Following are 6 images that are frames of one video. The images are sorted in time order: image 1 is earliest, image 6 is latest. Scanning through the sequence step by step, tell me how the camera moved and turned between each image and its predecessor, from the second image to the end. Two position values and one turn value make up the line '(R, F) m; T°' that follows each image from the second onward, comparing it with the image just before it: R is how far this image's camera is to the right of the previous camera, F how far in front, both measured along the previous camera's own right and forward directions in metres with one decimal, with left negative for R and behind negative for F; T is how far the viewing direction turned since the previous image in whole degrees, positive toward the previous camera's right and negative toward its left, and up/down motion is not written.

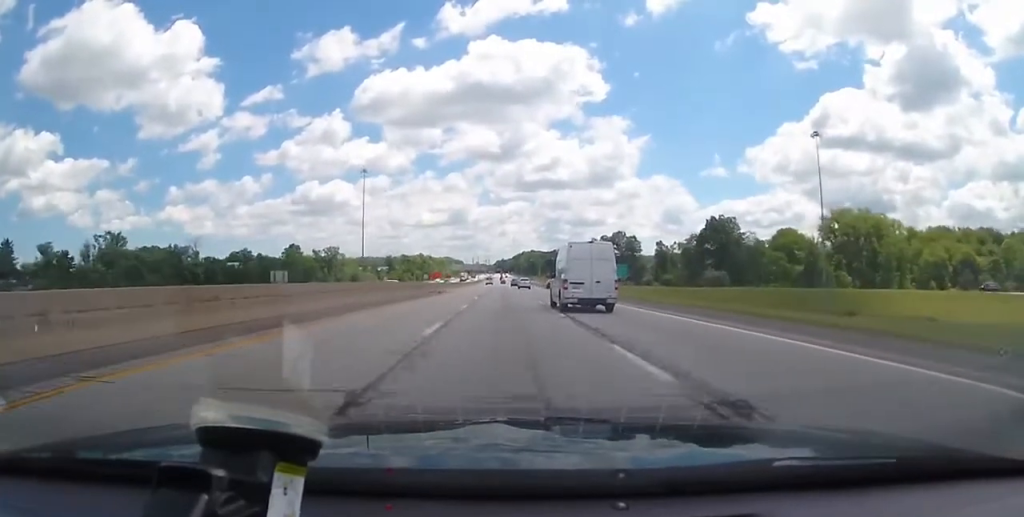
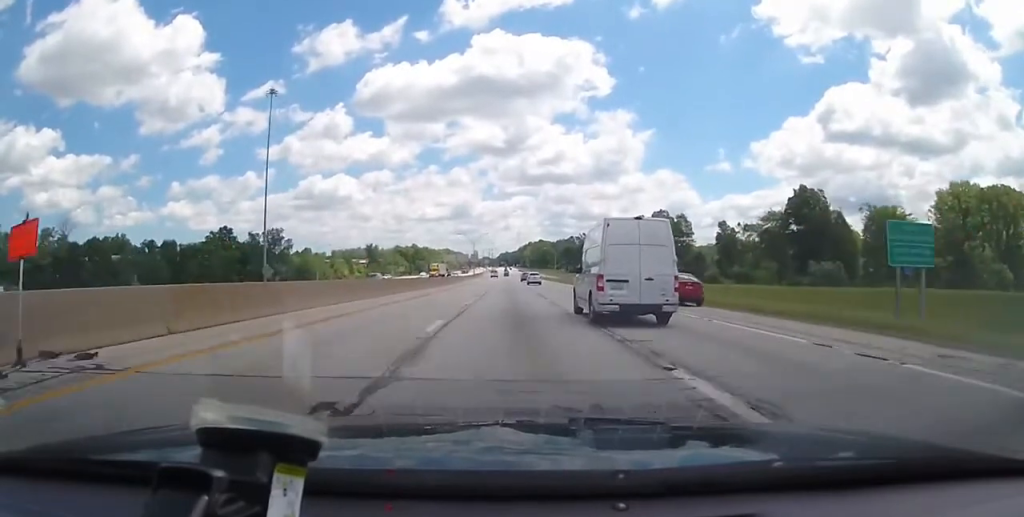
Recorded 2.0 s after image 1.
(0.0, +64.0) m; 0°
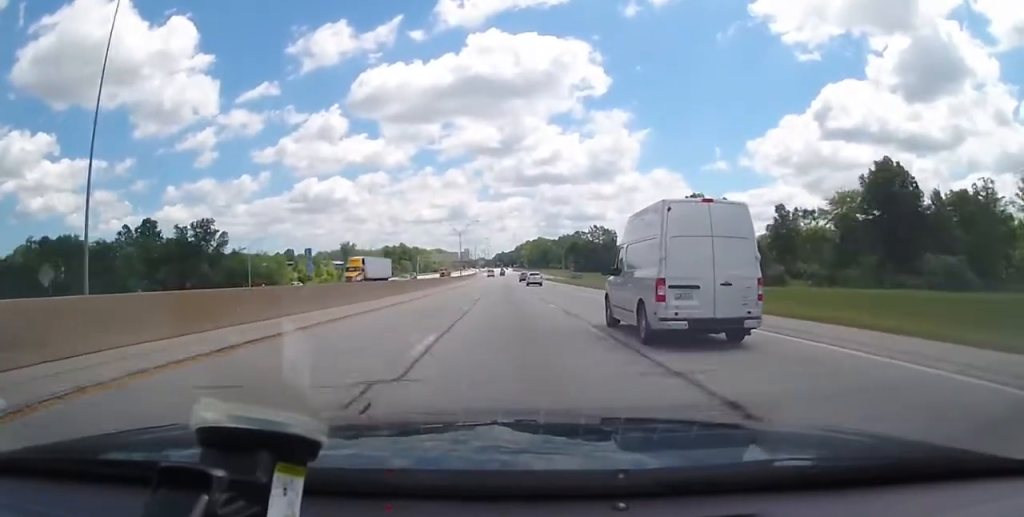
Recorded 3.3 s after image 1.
(-0.1, +39.6) m; 0°
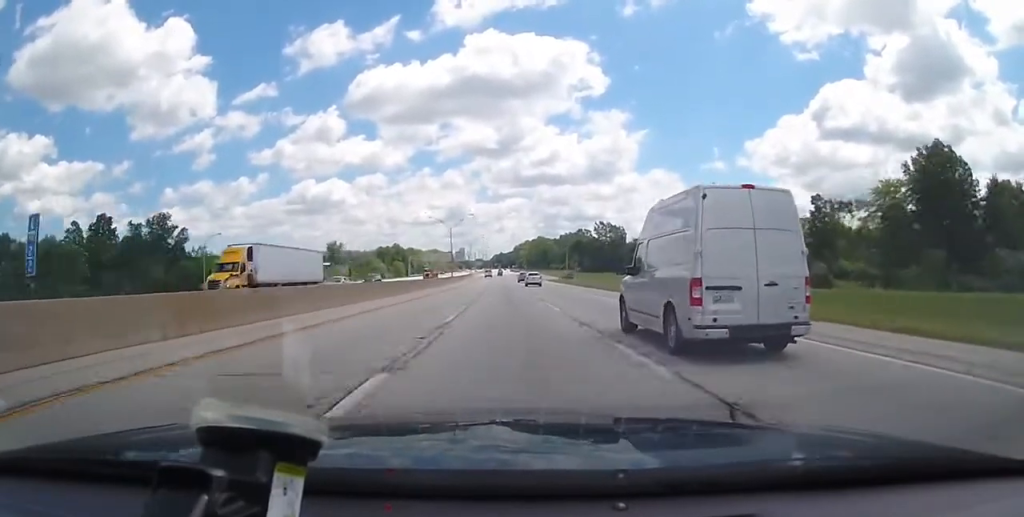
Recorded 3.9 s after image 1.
(+0.1, +17.5) m; 0°
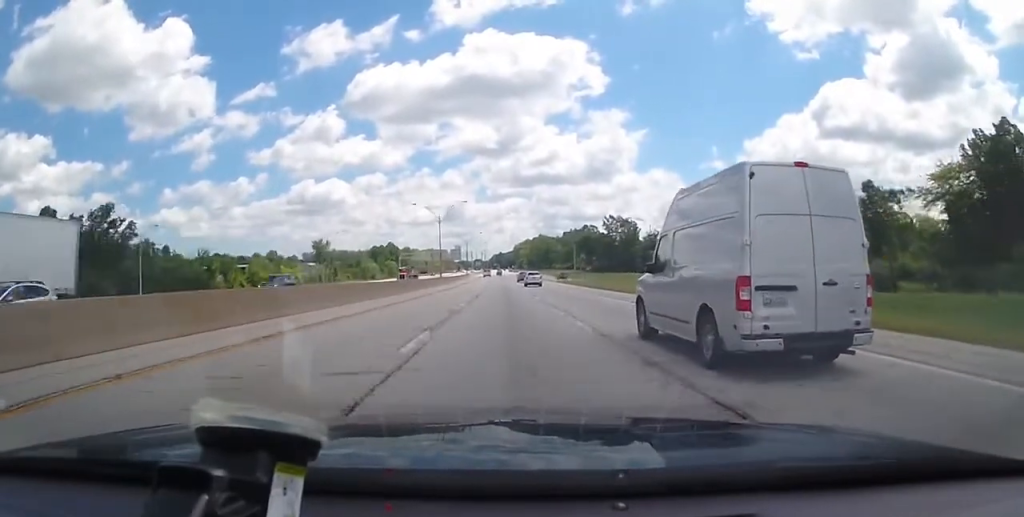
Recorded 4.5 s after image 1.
(-0.3, +18.4) m; 0°
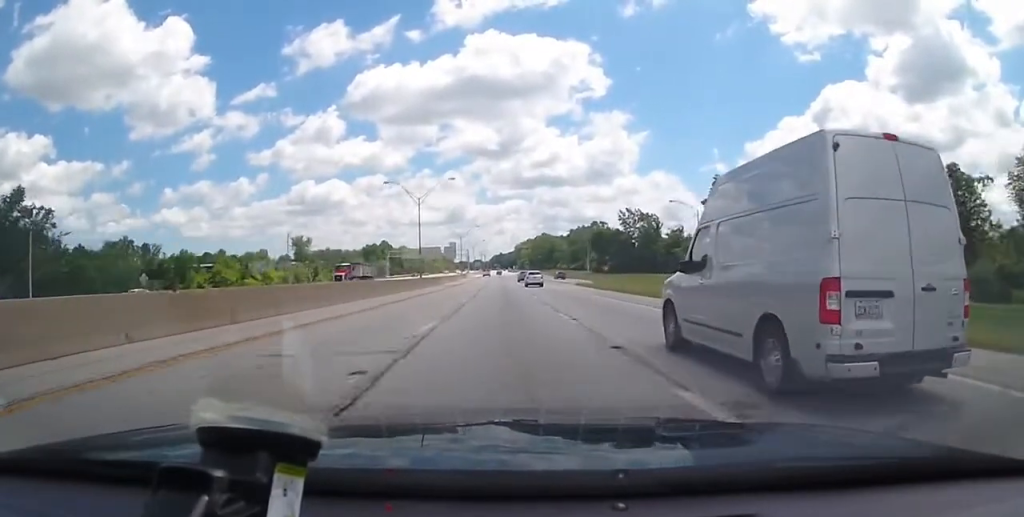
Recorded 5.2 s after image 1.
(+0.2, +22.4) m; +1°
